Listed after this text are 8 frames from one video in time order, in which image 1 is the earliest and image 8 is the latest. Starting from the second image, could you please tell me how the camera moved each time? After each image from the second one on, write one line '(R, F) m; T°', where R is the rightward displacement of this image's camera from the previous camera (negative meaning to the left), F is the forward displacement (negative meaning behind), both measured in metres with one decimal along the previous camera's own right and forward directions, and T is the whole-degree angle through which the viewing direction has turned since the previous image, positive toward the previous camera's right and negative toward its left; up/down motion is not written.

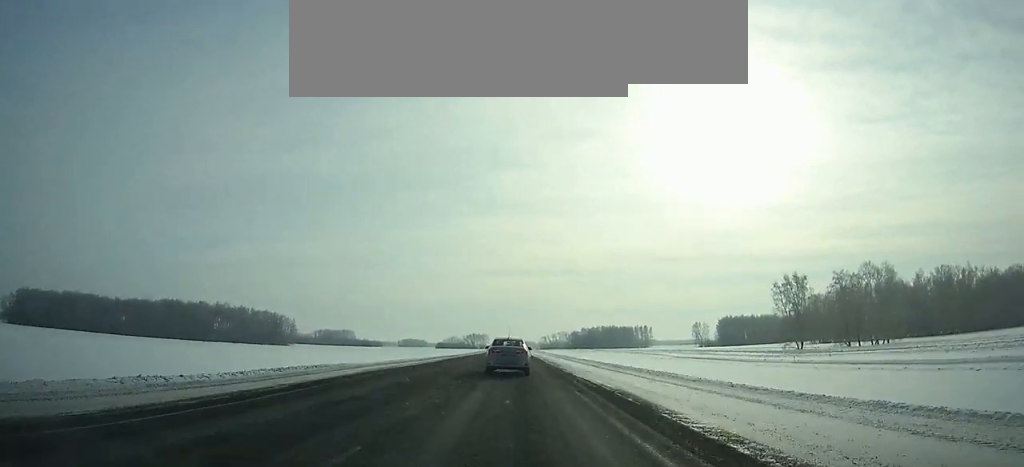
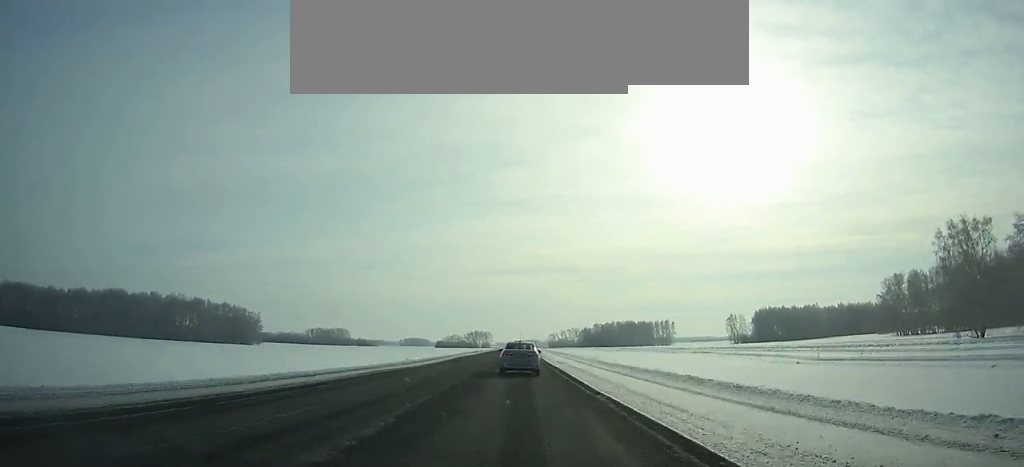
(-0.1, +57.2) m; 0°
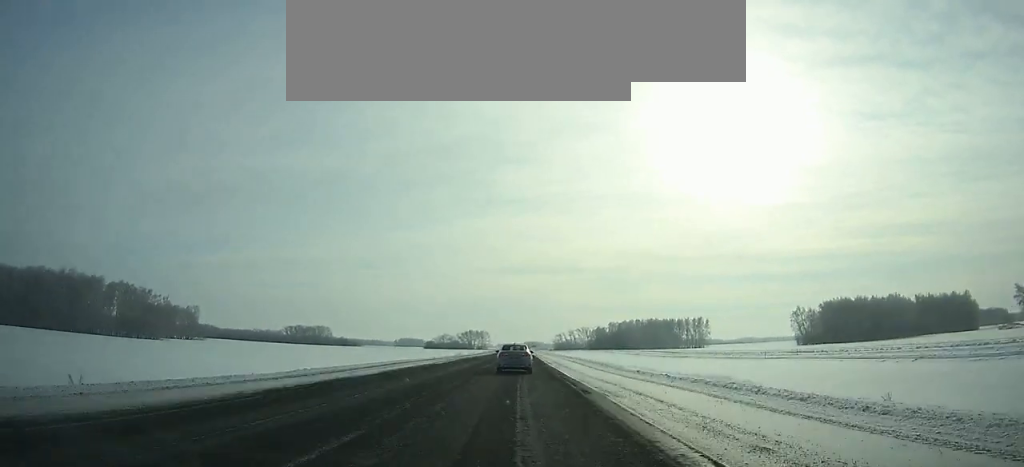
(-0.3, +84.1) m; 0°
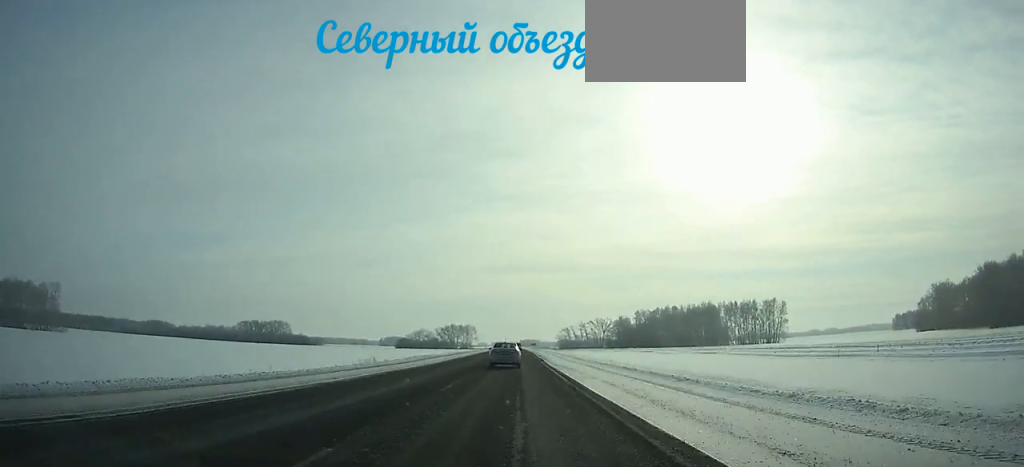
(+0.7, +120.1) m; 0°
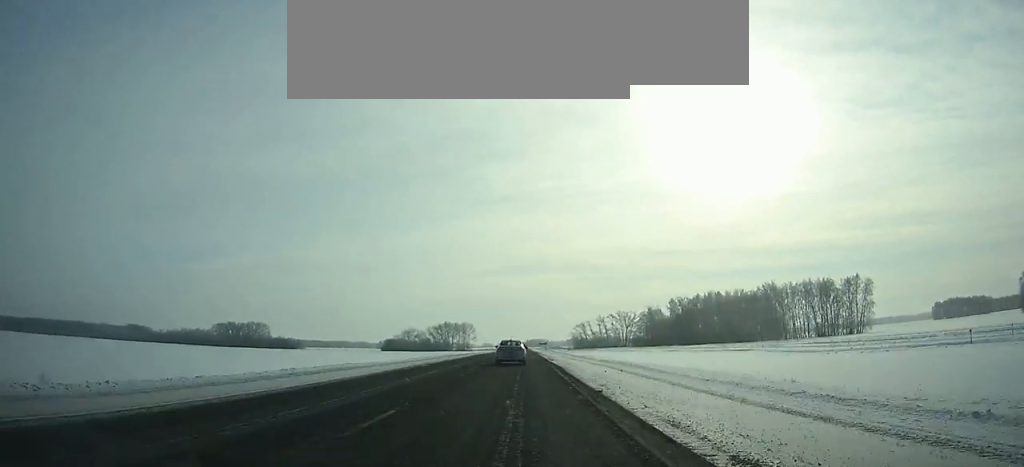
(0.0, +67.4) m; 0°
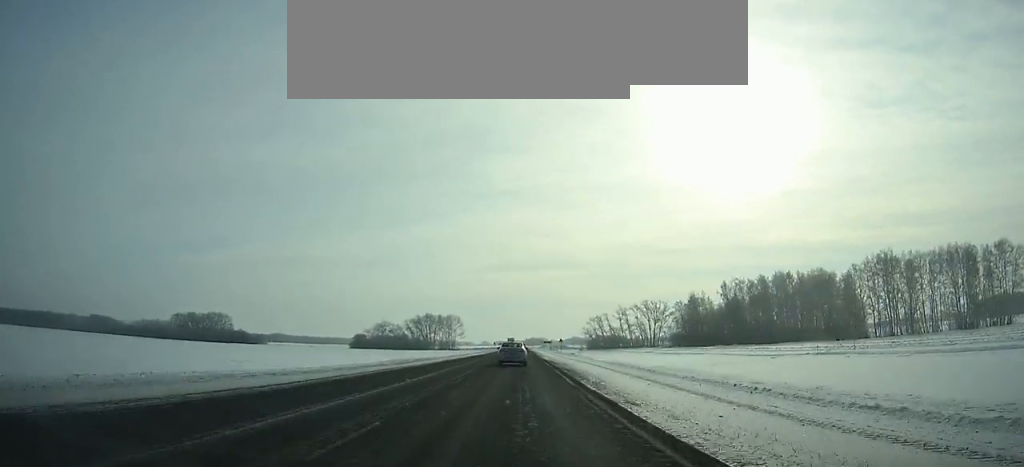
(-0.3, +73.1) m; 0°
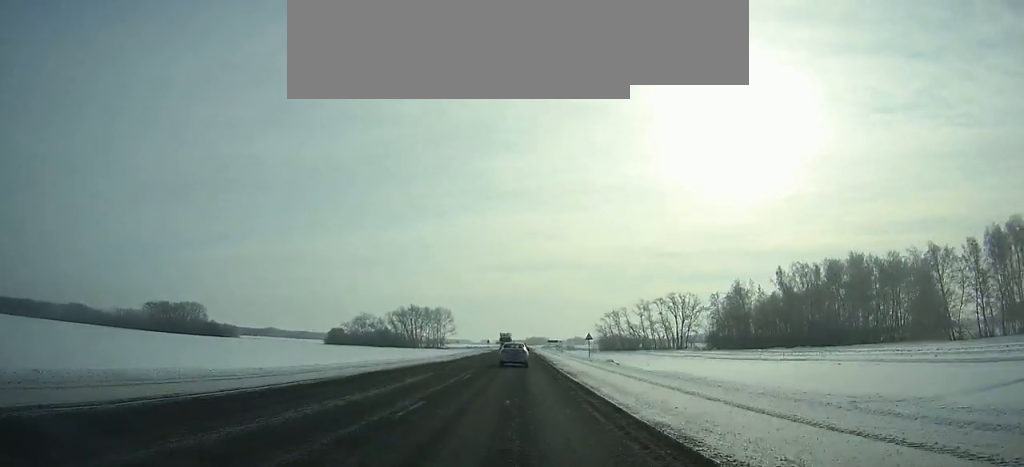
(+0.2, +43.5) m; 0°
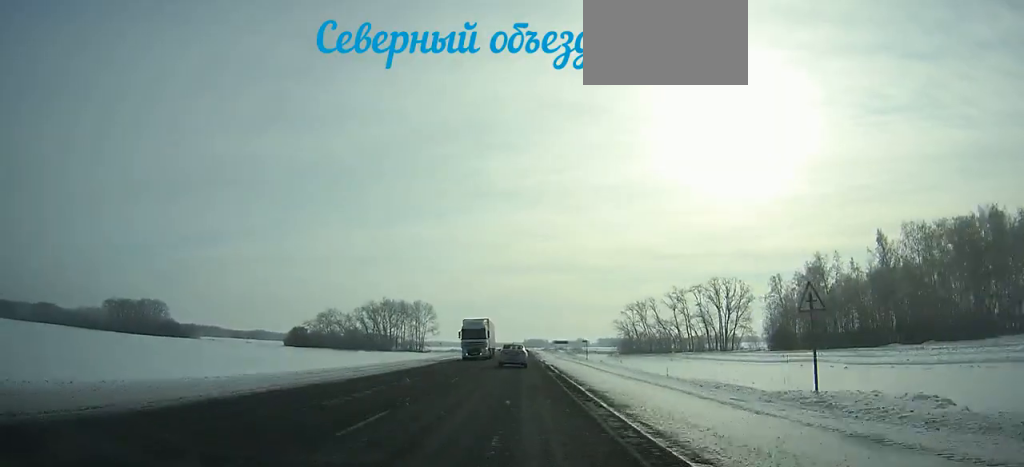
(-0.1, +48.9) m; 0°
